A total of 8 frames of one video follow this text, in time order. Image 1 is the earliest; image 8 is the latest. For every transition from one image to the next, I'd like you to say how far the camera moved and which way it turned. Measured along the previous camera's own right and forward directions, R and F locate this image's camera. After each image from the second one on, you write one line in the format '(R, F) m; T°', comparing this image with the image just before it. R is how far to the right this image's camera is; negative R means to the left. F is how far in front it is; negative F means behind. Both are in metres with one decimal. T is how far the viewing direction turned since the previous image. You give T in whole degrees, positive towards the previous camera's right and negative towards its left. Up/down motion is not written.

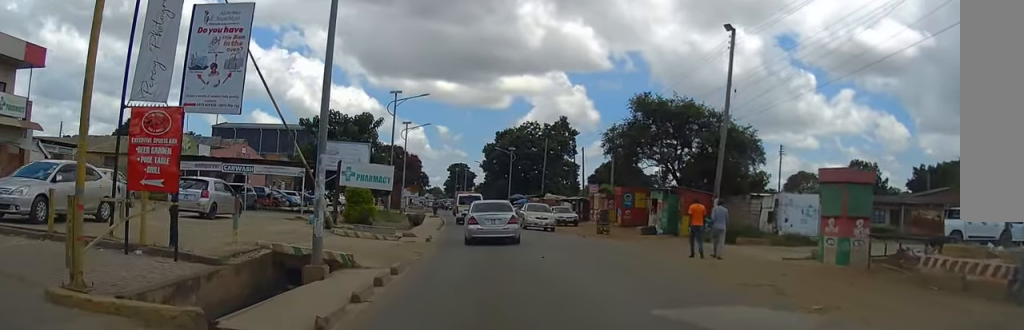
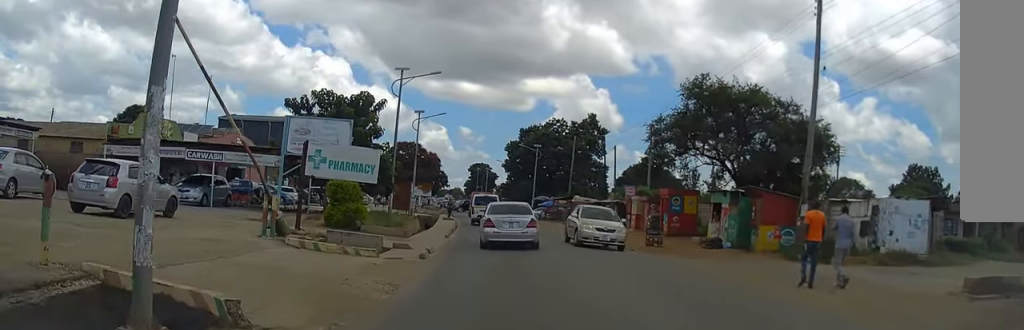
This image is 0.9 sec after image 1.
(-0.1, +7.1) m; -1°
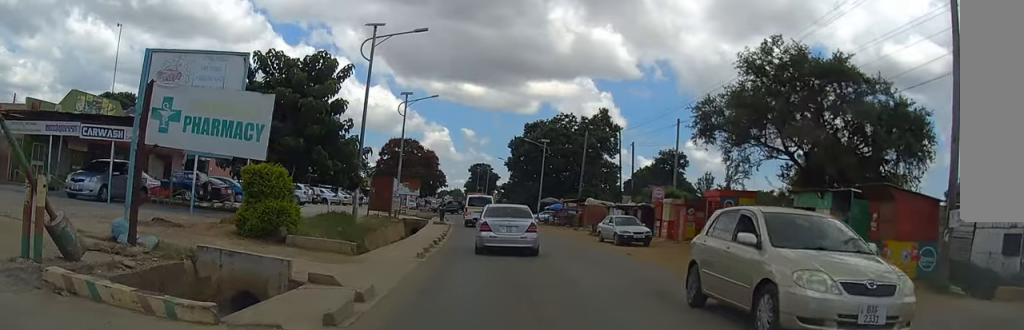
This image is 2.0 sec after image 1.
(-0.1, +8.7) m; -1°
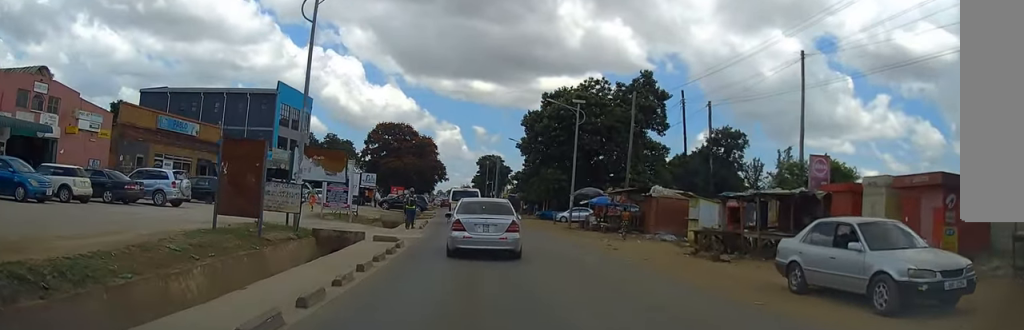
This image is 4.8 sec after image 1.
(-0.2, +21.8) m; -2°
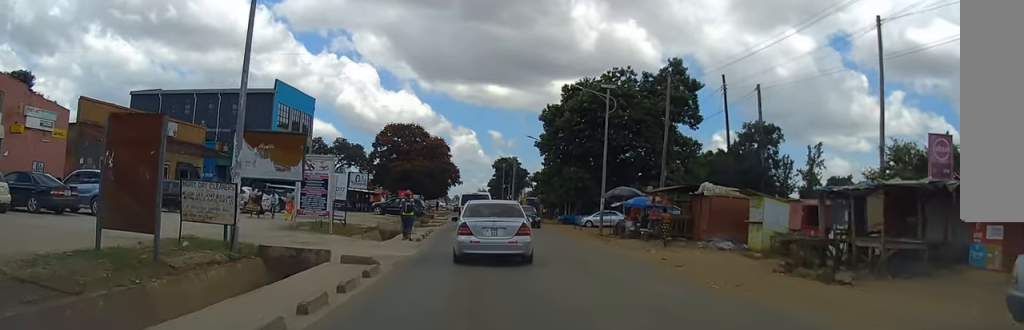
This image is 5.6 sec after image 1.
(-0.1, +6.0) m; -1°
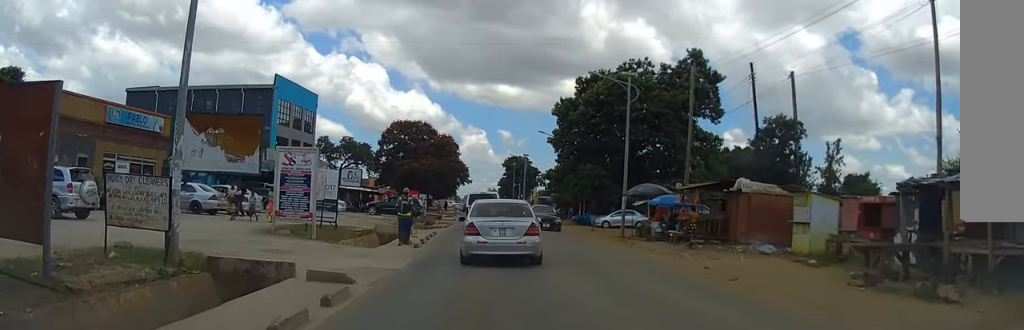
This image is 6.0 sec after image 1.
(0.0, +3.3) m; 0°
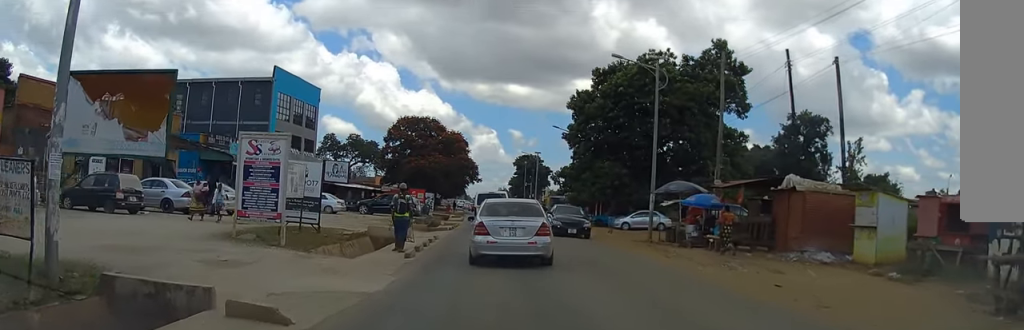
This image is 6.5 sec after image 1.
(0.0, +3.9) m; 0°
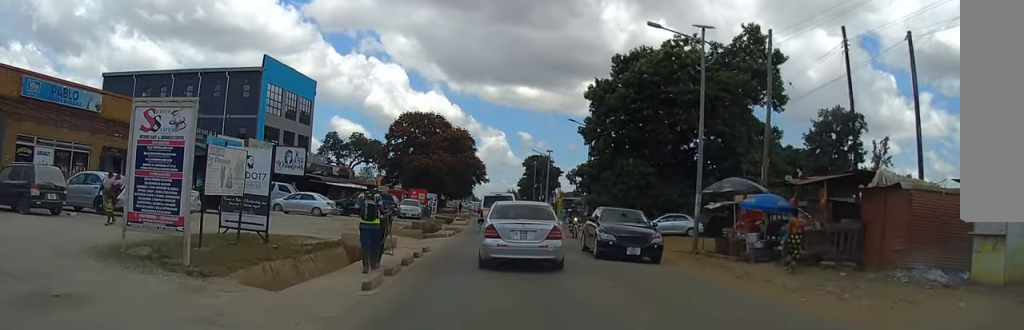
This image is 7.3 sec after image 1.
(0.0, +5.6) m; -2°
